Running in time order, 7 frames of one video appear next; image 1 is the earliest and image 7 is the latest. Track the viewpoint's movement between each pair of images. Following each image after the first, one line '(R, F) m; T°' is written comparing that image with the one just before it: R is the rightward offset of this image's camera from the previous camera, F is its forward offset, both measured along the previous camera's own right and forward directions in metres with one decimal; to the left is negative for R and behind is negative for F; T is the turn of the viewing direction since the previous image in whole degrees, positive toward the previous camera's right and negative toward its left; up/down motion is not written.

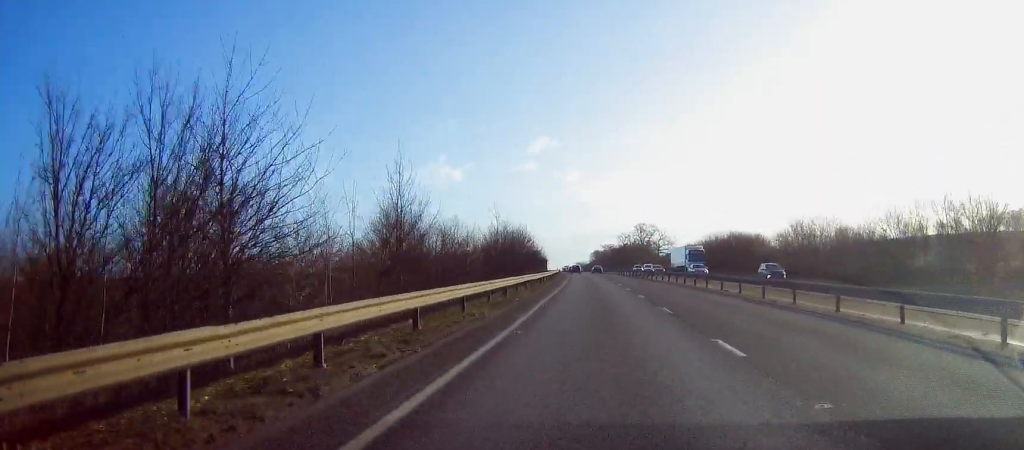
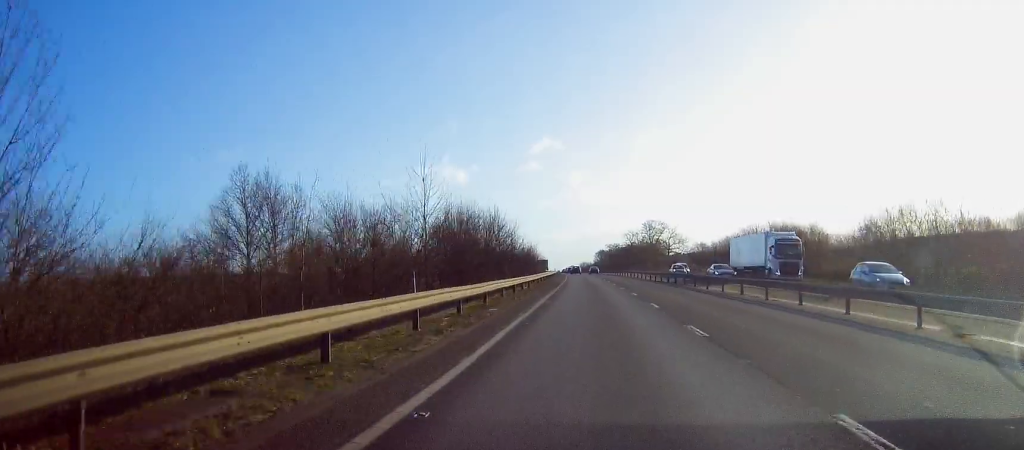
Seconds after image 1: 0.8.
(+0.4, +25.0) m; 0°
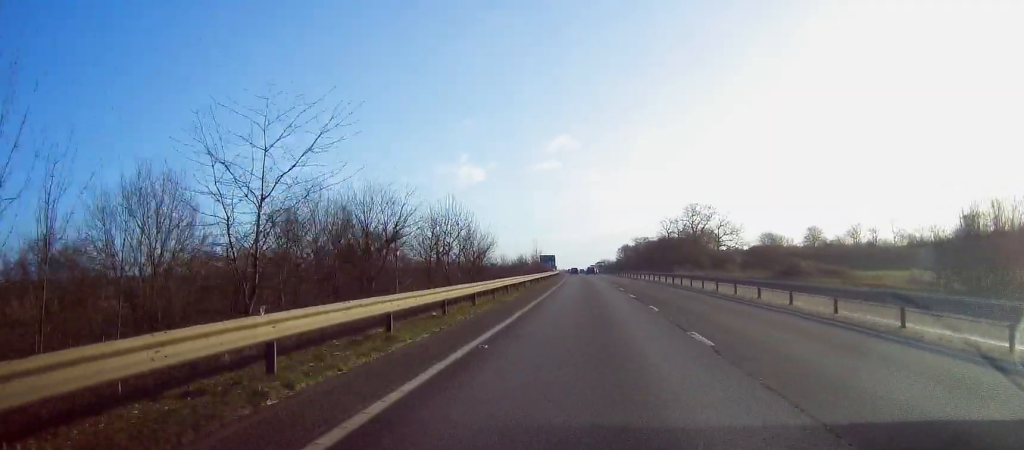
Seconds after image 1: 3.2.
(-1.4, +76.1) m; -2°
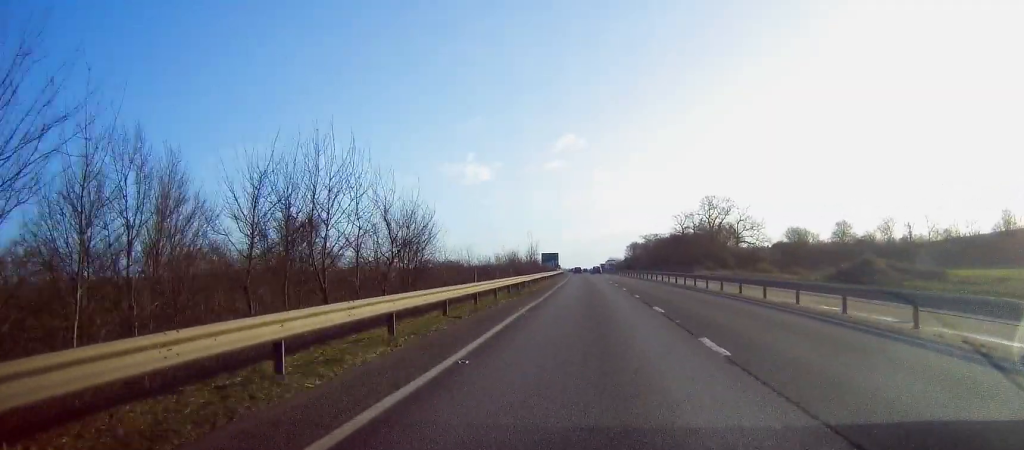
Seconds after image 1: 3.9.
(+0.1, +19.8) m; -1°
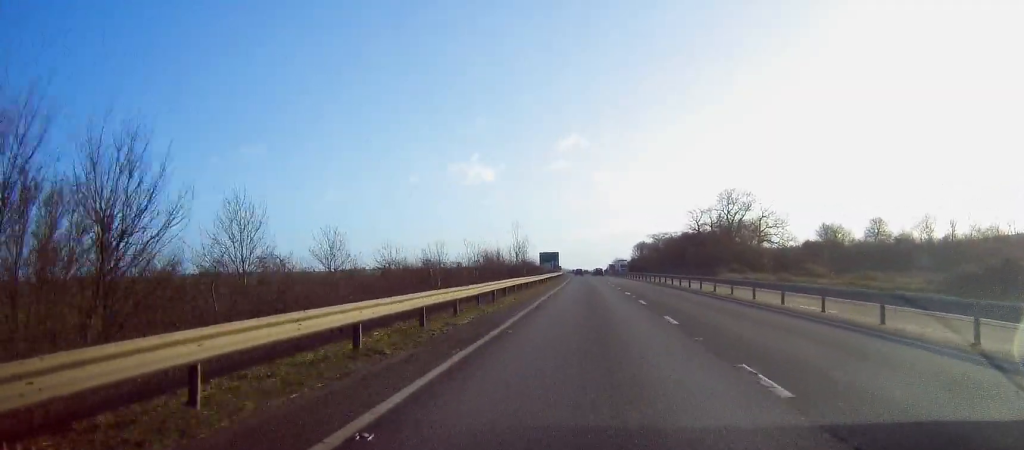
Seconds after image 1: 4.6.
(-0.3, +21.9) m; -1°
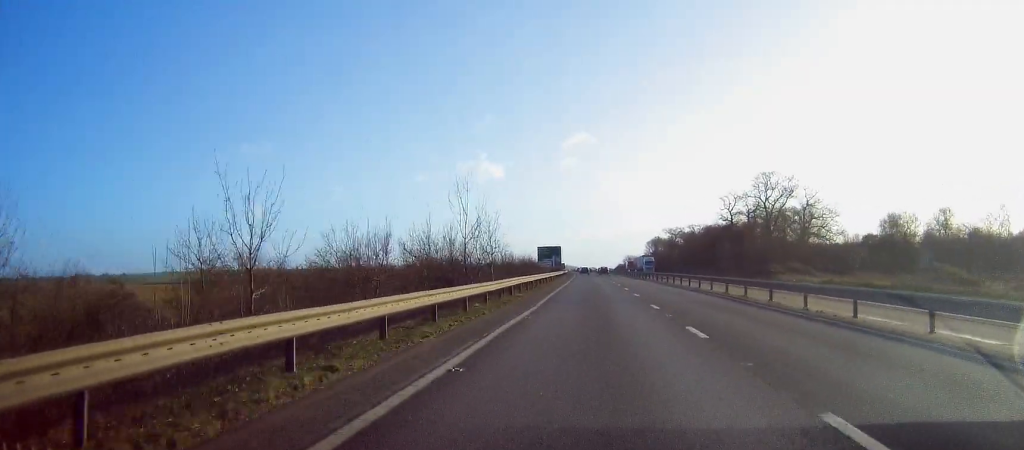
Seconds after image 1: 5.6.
(-0.2, +31.2) m; 0°
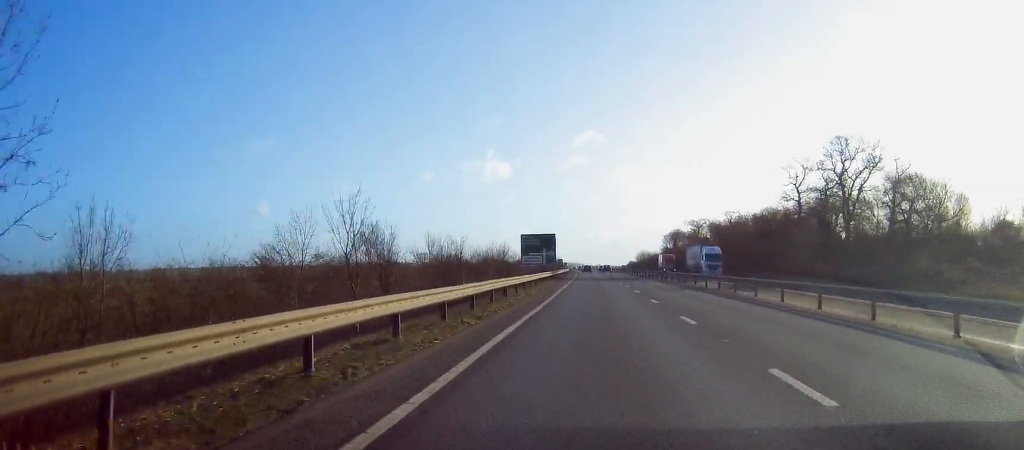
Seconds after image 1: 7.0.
(-0.1, +43.6) m; -1°
